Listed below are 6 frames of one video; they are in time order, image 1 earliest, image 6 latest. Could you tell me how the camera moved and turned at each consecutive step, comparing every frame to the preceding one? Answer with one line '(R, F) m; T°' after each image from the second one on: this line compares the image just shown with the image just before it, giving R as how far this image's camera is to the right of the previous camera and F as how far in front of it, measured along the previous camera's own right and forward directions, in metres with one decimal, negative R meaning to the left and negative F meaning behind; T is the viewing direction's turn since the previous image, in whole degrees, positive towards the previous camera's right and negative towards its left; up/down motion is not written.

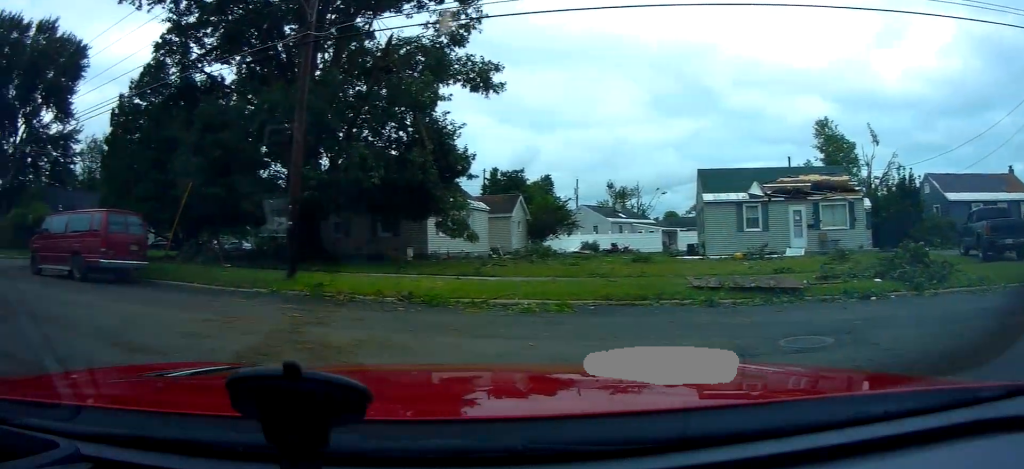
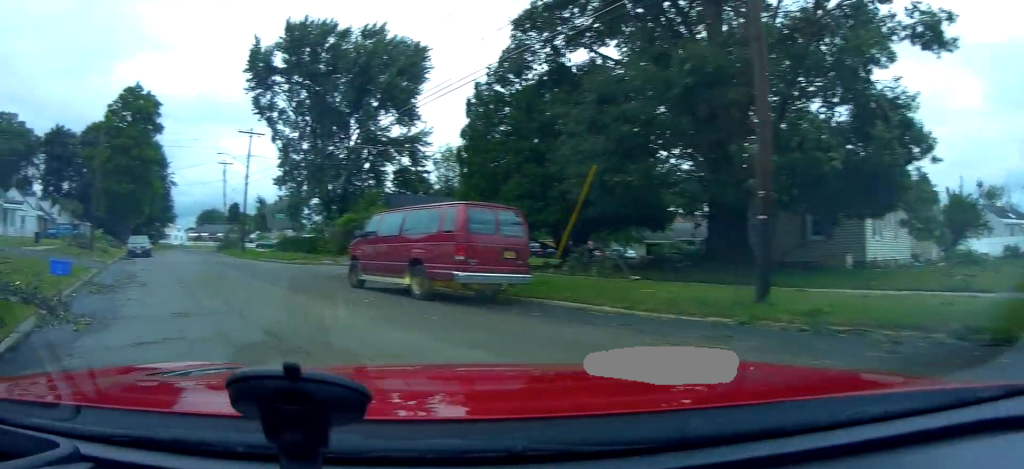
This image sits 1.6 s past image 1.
(-0.7, +5.0) m; -22°
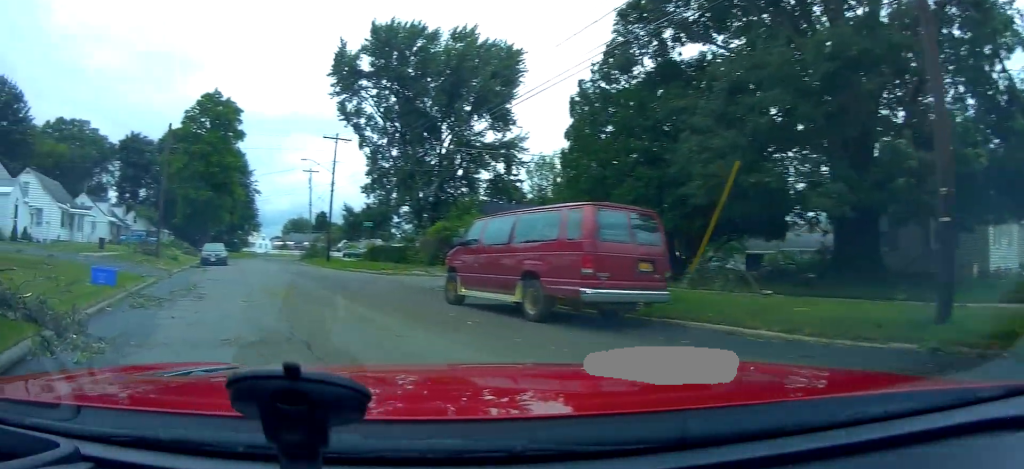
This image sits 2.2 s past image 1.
(-0.3, +2.1) m; -10°
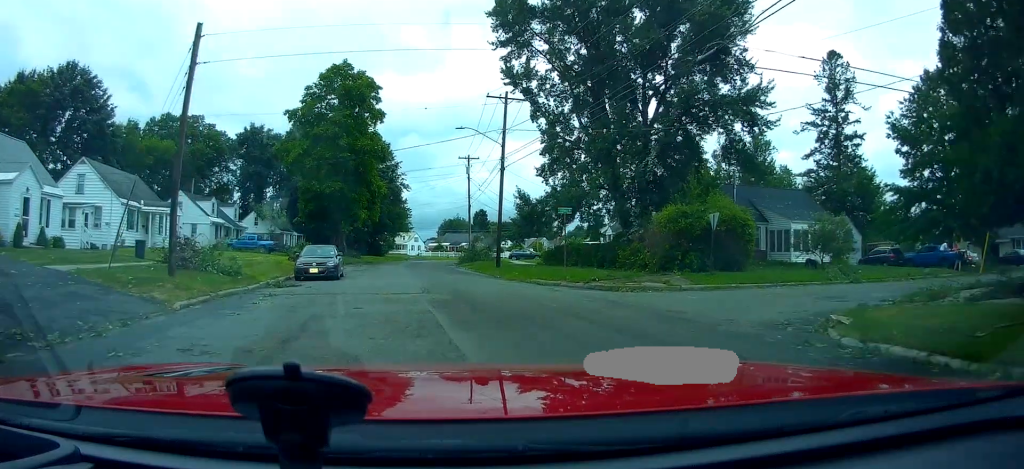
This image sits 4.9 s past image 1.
(-3.0, +12.1) m; -10°
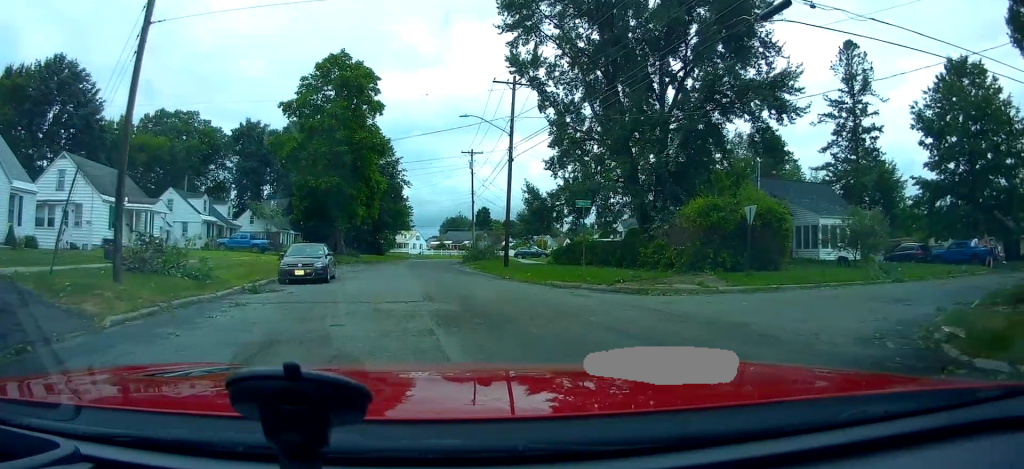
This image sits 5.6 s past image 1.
(+0.3, +2.5) m; -1°
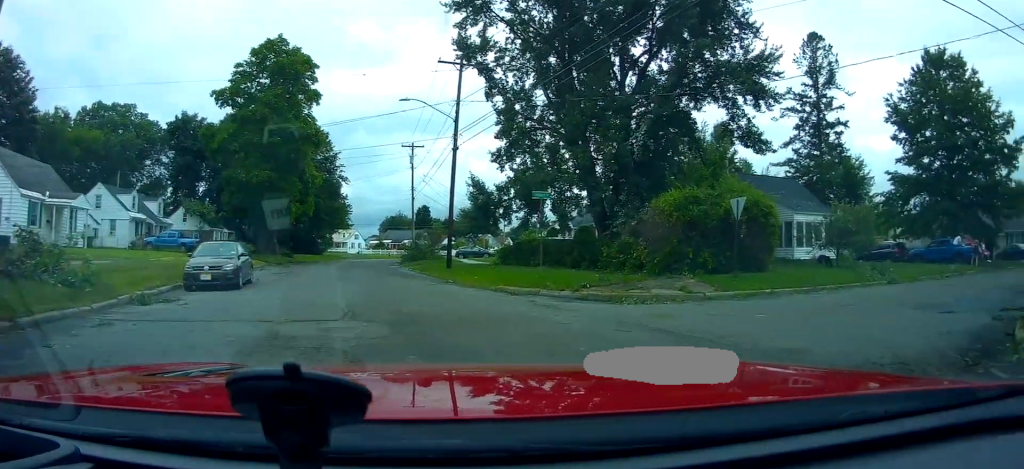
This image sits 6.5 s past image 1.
(-0.3, +3.3) m; 0°
